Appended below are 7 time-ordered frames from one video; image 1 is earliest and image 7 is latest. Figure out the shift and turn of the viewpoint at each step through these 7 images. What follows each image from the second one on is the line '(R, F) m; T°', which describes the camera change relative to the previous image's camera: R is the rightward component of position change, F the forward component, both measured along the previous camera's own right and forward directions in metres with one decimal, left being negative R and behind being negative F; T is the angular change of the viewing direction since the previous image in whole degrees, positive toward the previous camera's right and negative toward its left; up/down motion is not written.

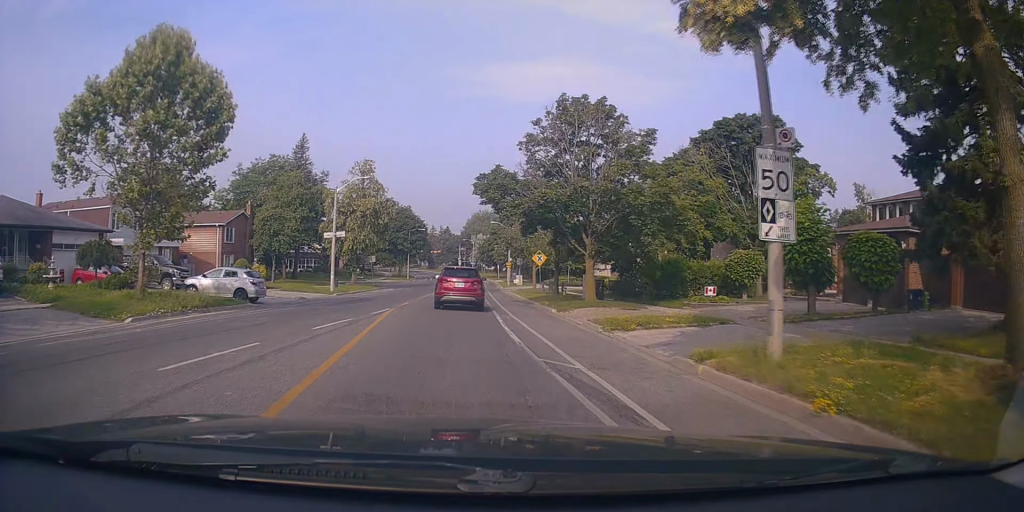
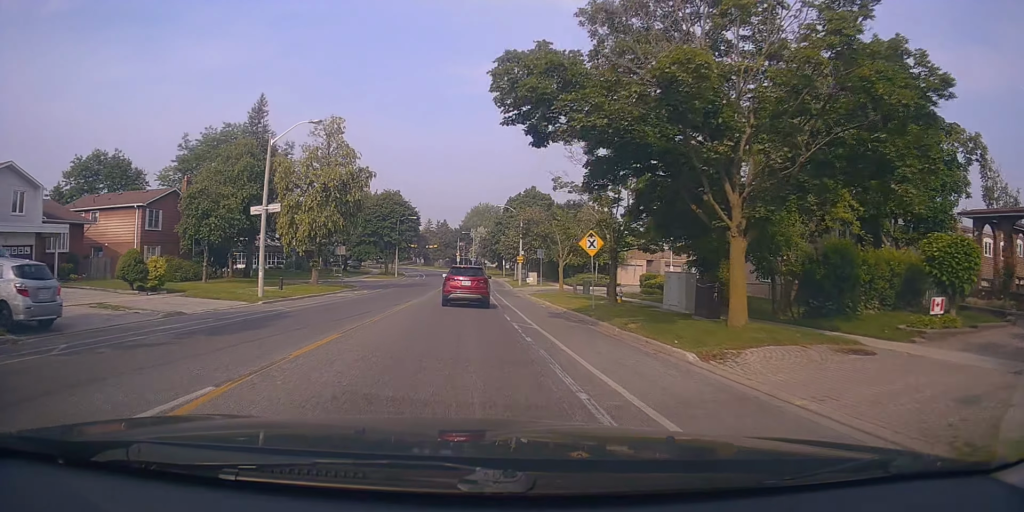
(-0.2, +15.0) m; -1°
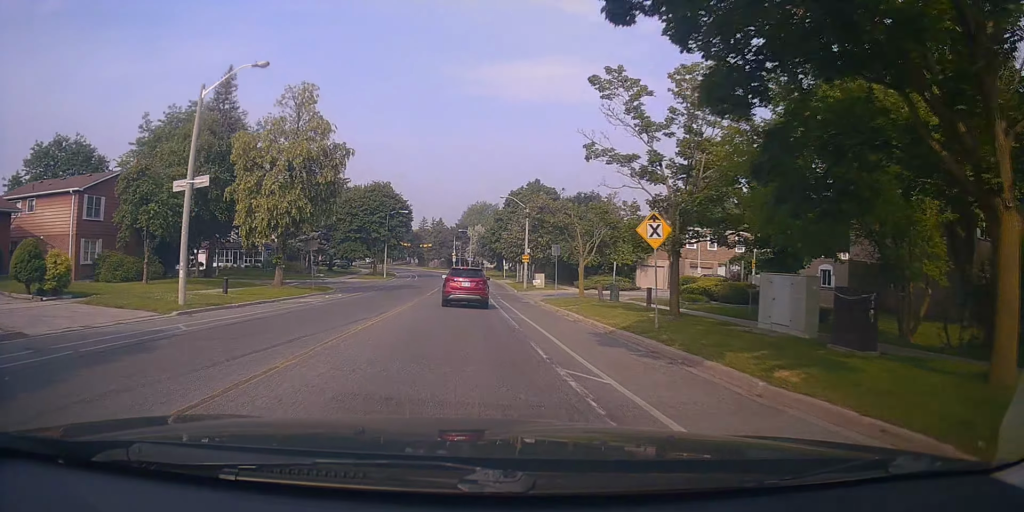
(0.0, +7.8) m; 0°
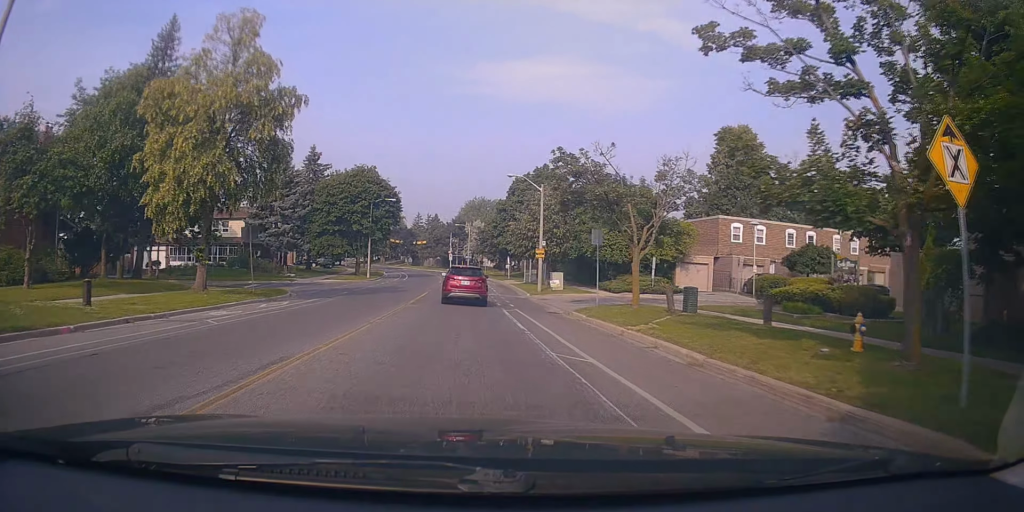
(-0.1, +10.5) m; 0°
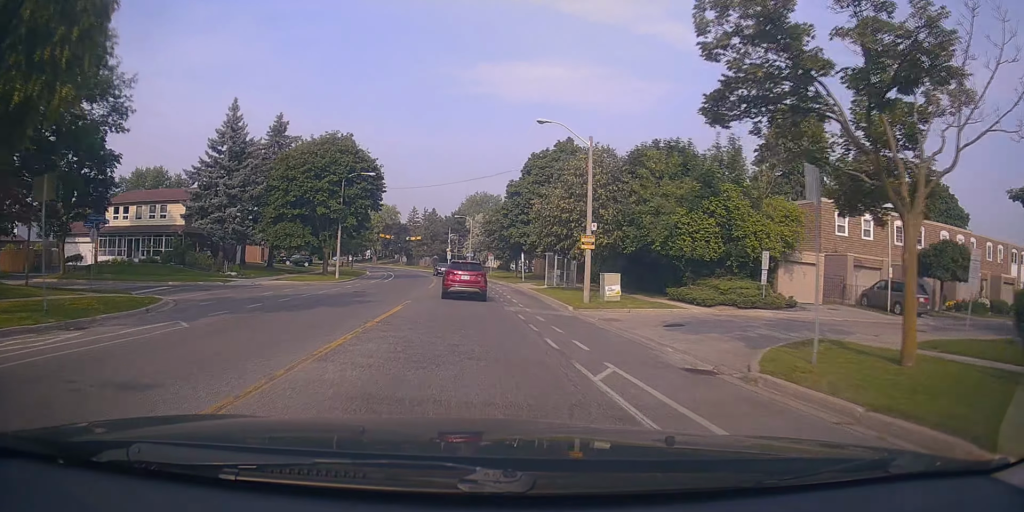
(+0.1, +14.5) m; +2°
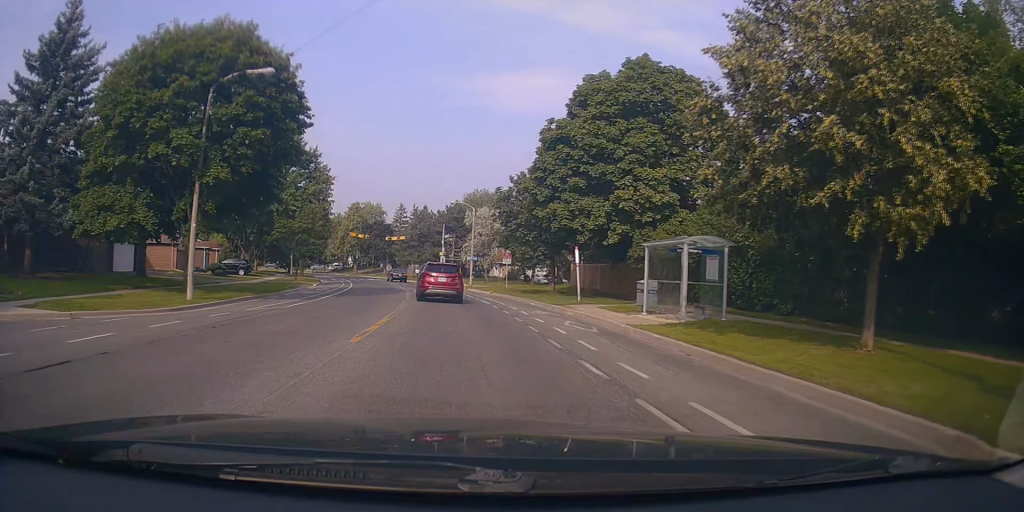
(+0.2, +24.2) m; -1°
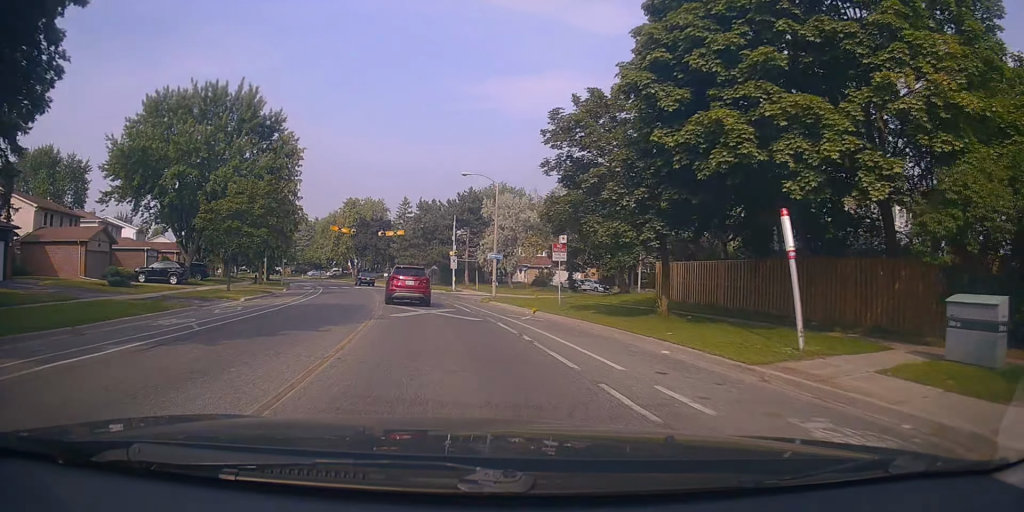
(-0.2, +17.3) m; 0°
